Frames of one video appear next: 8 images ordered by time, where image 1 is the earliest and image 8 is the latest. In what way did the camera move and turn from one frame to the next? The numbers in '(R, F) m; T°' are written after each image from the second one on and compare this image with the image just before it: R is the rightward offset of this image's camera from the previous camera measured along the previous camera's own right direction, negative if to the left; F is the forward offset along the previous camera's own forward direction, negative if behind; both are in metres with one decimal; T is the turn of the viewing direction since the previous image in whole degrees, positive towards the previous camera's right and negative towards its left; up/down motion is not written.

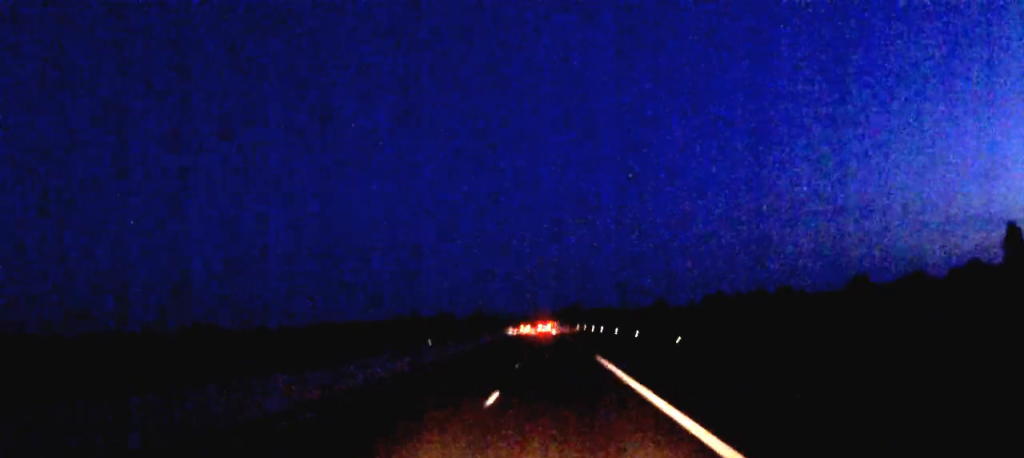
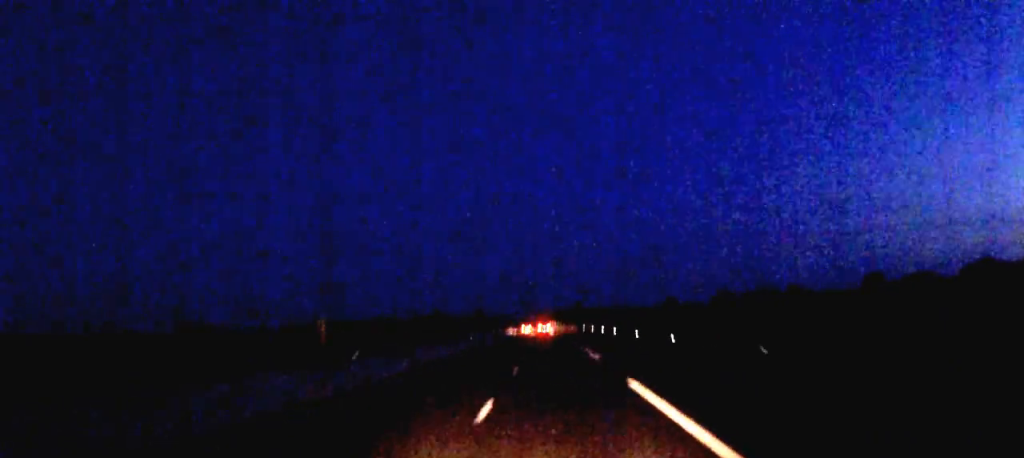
(0.0, +15.2) m; 0°
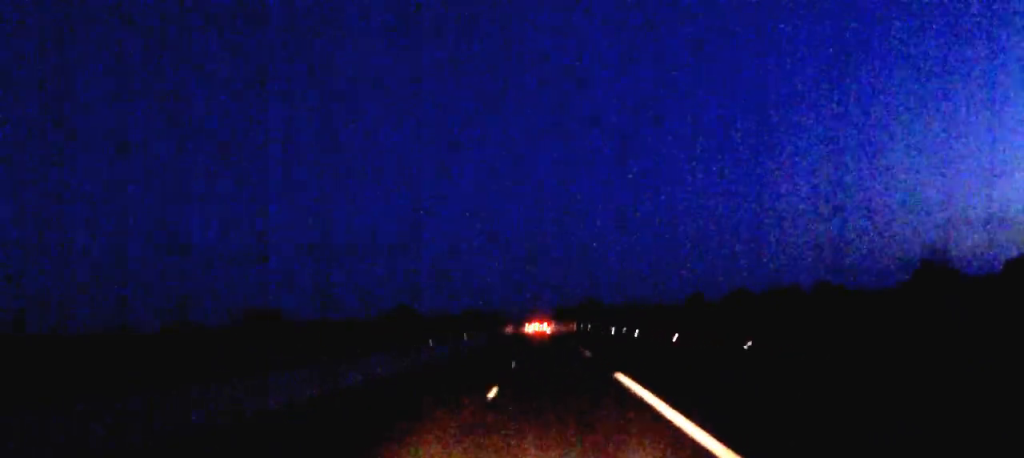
(-0.3, +48.3) m; -1°
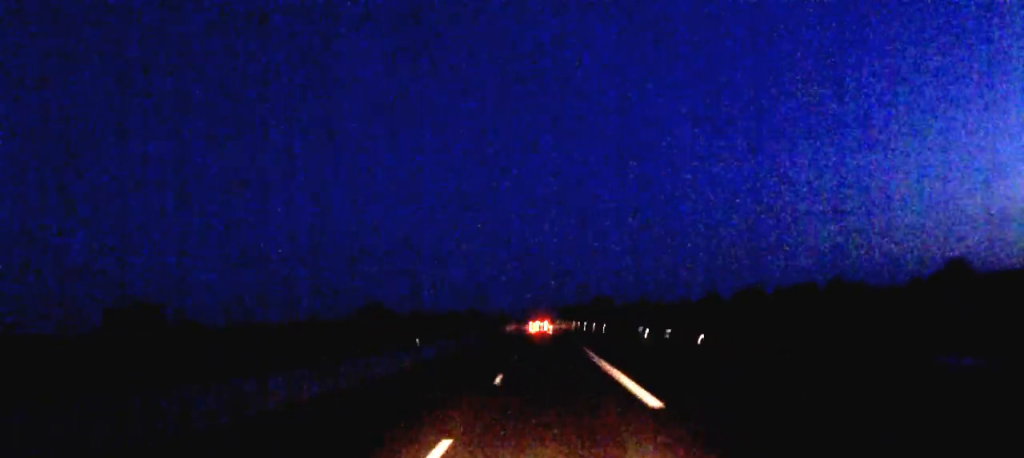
(0.0, +22.1) m; 0°
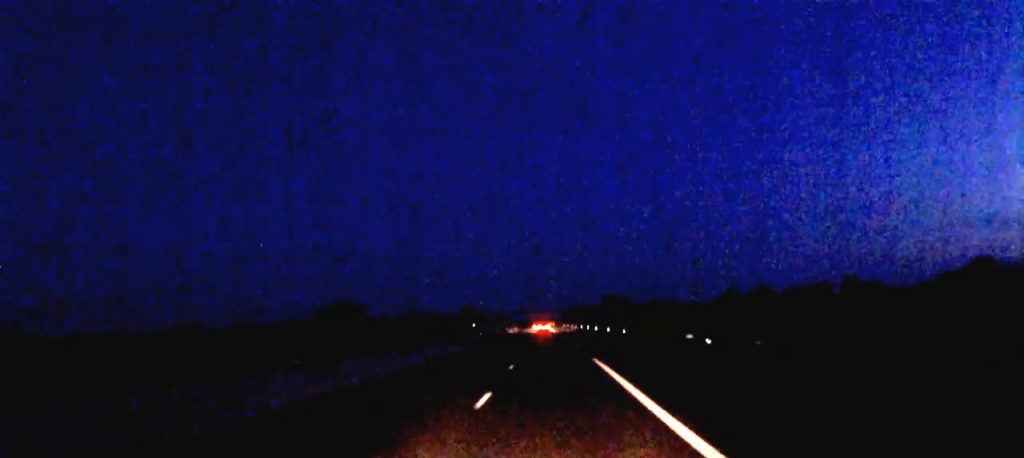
(-0.1, +18.2) m; 0°
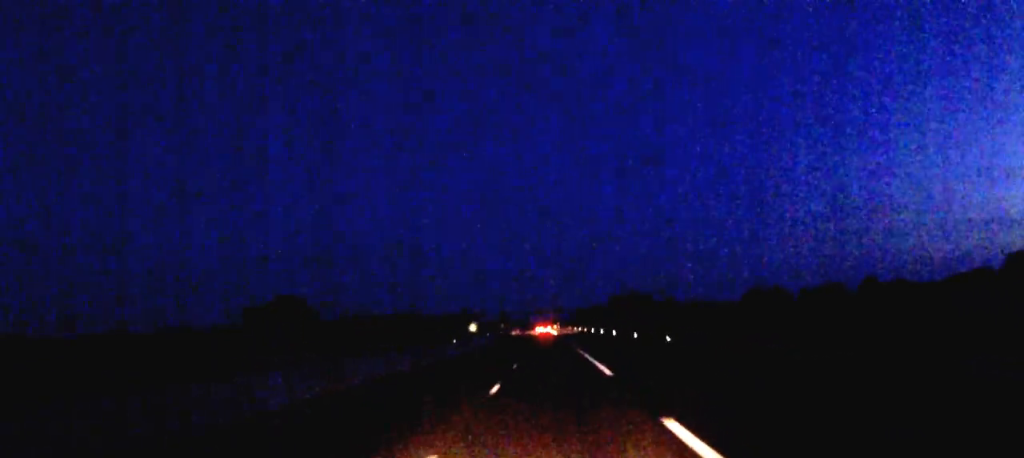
(-0.1, +22.3) m; 0°
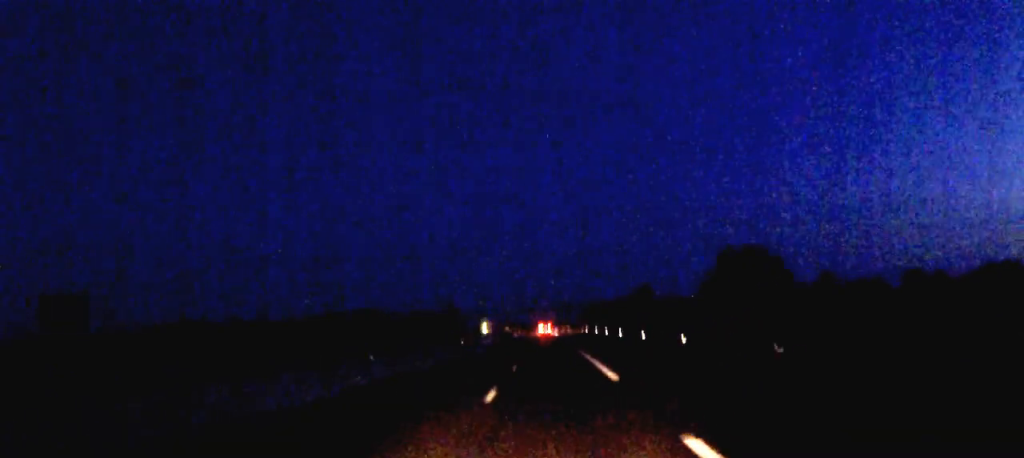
(-0.3, +53.7) m; -1°
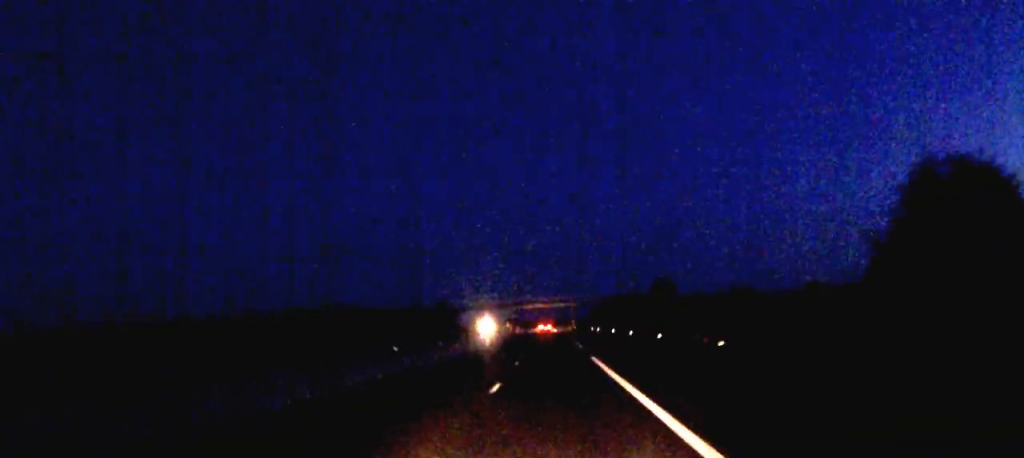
(0.0, +24.2) m; 0°
